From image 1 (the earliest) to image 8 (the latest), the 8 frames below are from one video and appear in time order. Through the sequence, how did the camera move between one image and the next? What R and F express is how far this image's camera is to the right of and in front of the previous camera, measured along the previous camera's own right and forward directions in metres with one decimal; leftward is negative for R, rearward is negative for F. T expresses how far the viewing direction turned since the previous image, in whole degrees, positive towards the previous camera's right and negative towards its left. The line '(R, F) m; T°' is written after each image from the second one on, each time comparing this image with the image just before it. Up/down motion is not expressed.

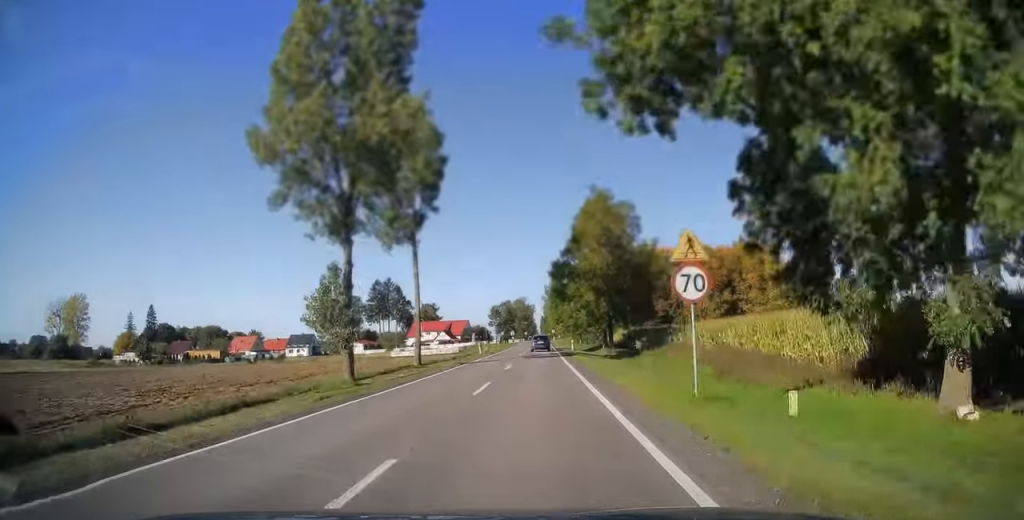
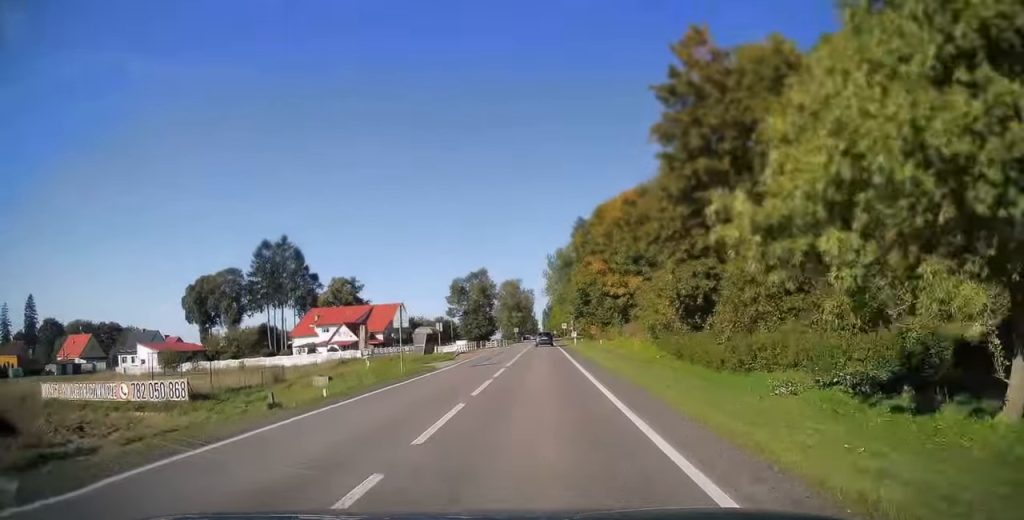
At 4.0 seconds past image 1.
(+0.1, +95.2) m; 0°
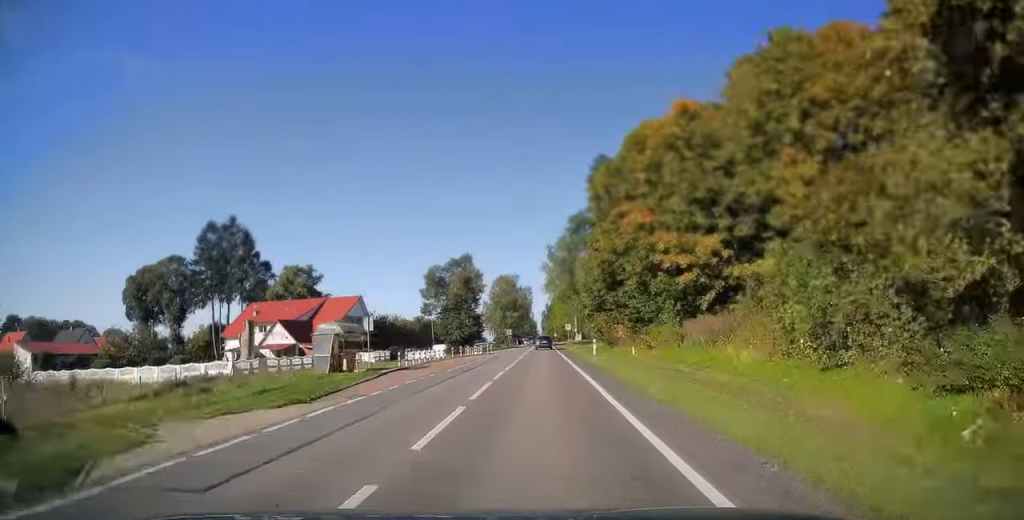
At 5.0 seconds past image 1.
(0.0, +24.0) m; 0°
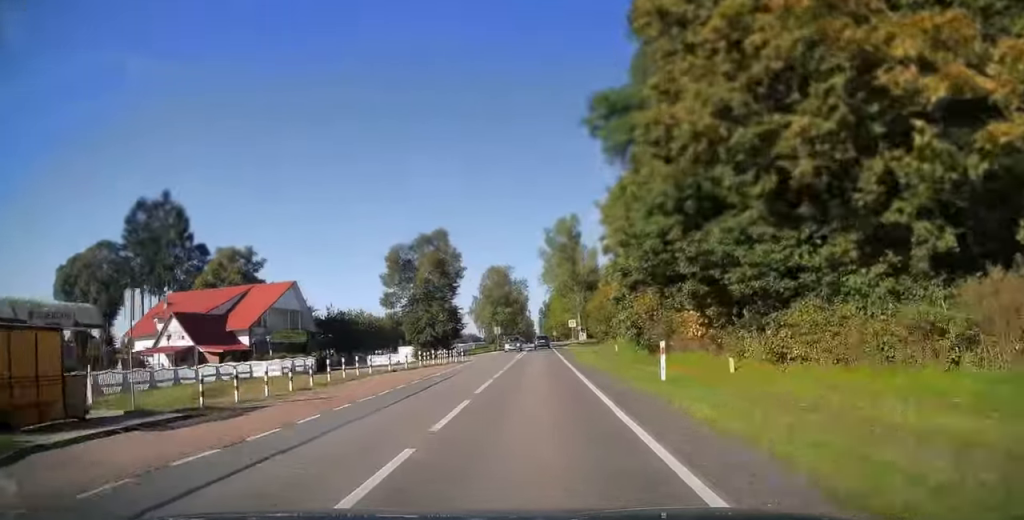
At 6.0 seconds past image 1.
(0.0, +22.4) m; 0°
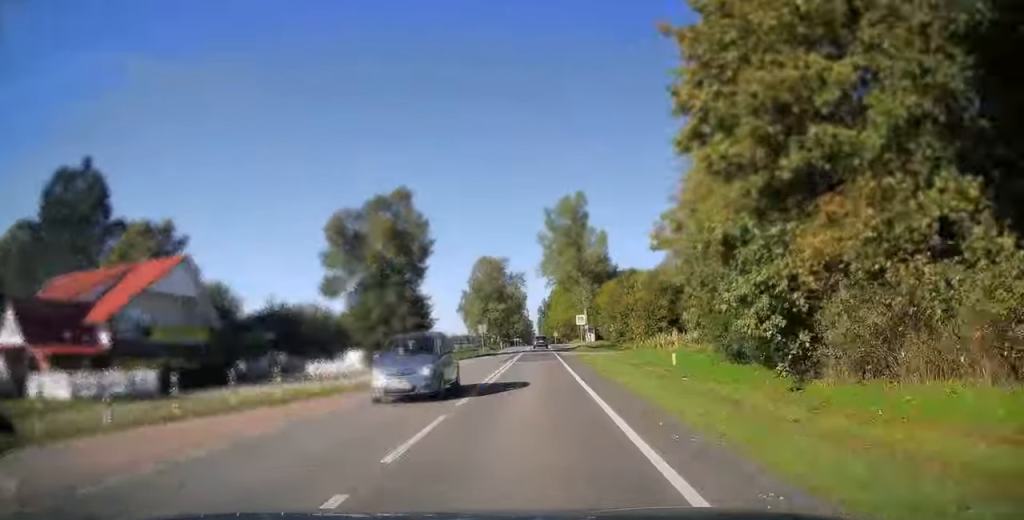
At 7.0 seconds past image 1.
(+0.1, +20.4) m; 0°
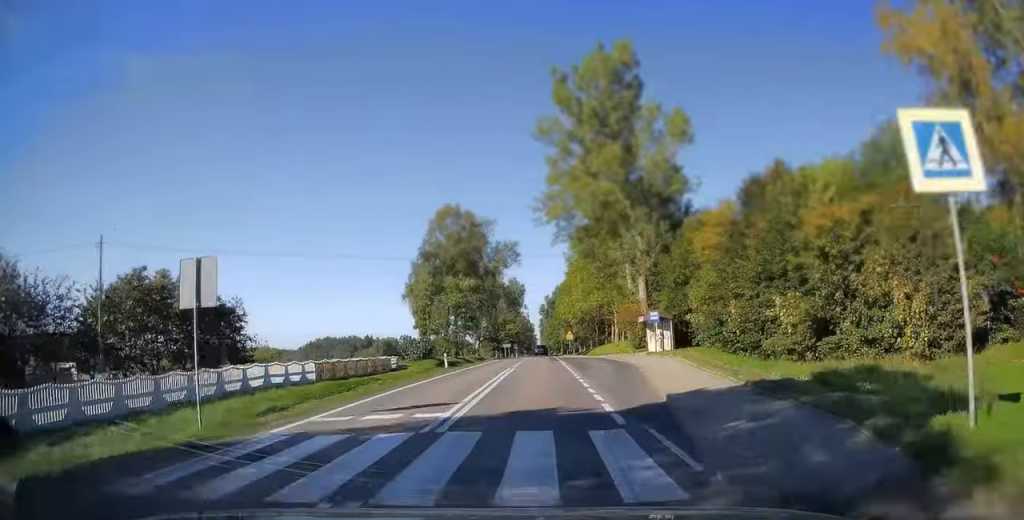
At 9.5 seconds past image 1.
(-0.1, +56.2) m; 0°
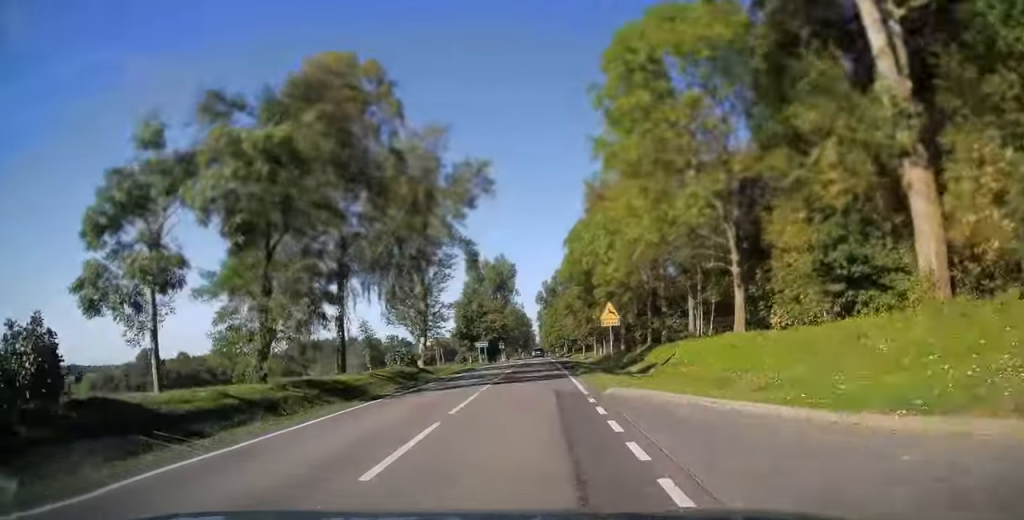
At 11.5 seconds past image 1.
(+0.1, +44.6) m; 0°
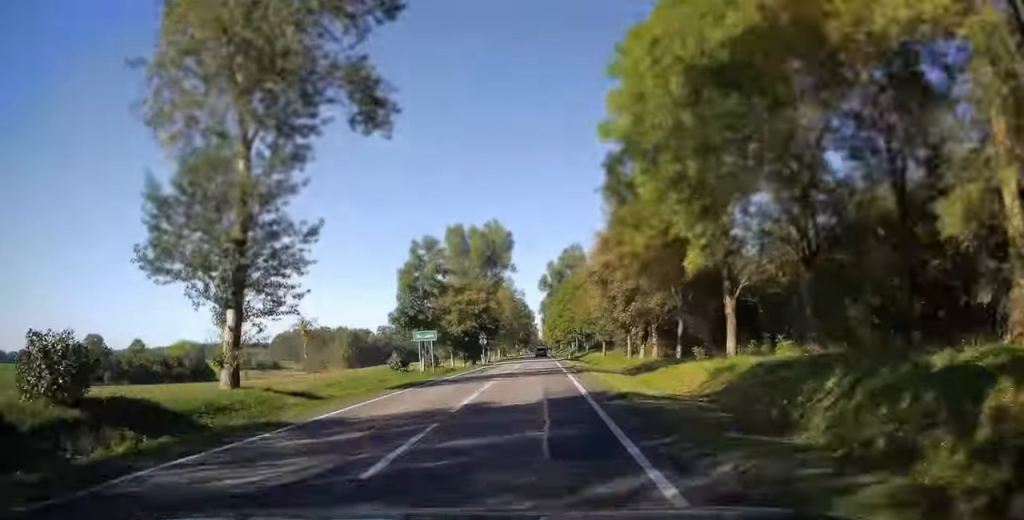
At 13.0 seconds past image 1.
(-0.1, +35.0) m; 0°
